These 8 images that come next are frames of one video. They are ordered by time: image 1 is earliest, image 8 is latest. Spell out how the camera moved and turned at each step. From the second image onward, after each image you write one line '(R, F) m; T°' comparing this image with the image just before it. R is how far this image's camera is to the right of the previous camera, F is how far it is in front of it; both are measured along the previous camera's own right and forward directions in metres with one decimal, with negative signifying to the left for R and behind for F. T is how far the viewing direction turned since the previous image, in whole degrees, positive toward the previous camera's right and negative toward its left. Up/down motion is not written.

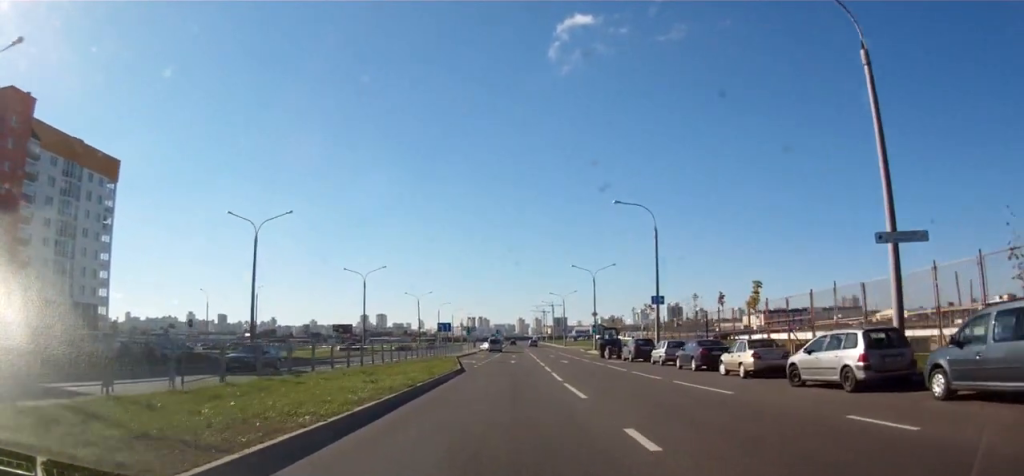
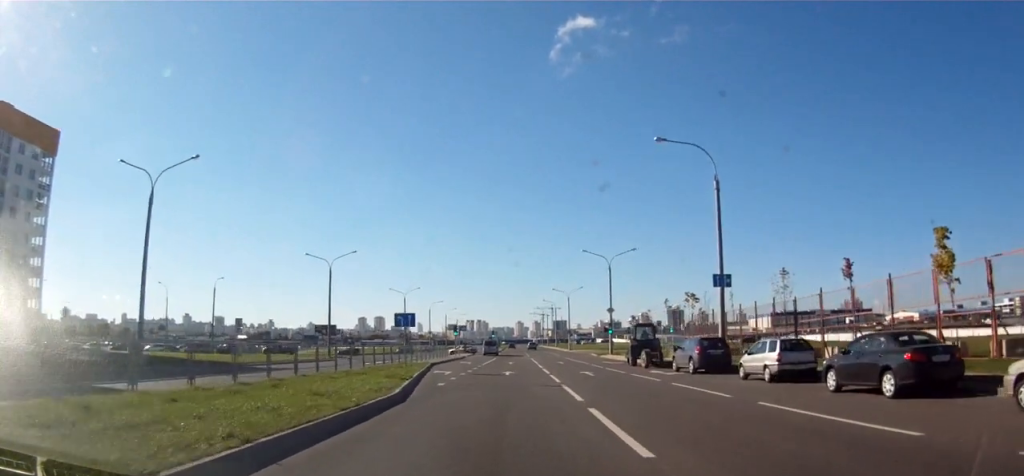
(+0.3, +16.4) m; 0°
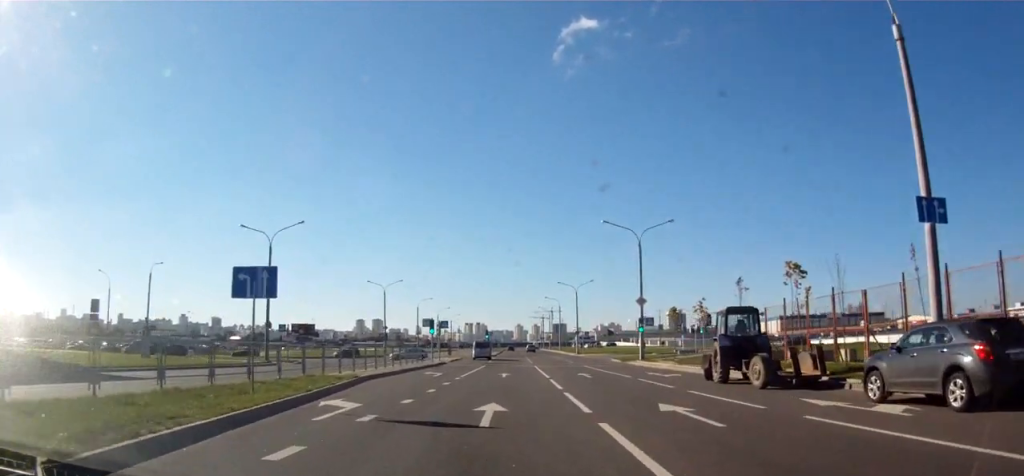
(-0.3, +18.6) m; 0°
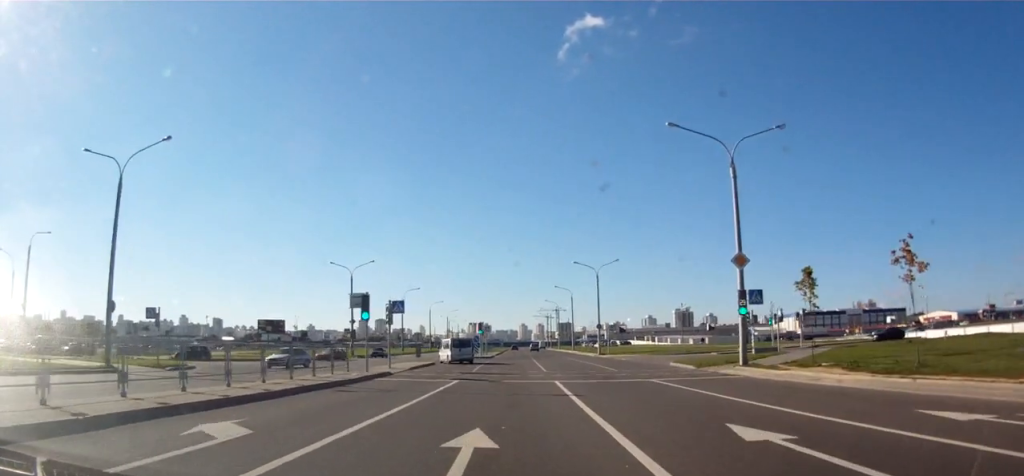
(+0.4, +23.9) m; +1°
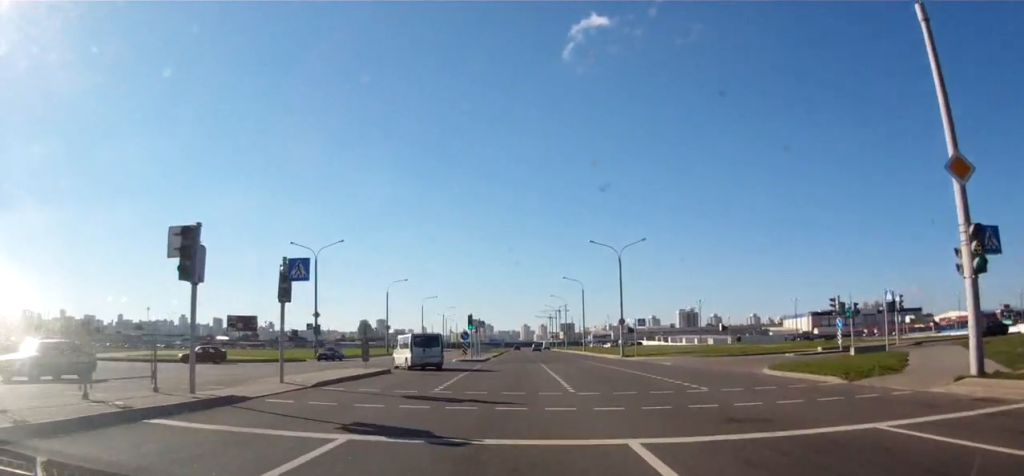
(-0.1, +16.4) m; 0°
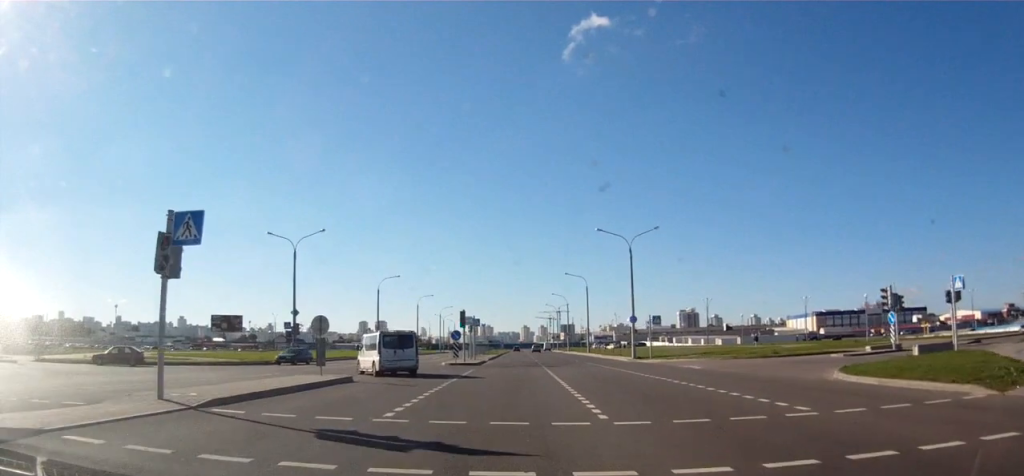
(+0.1, +6.9) m; 0°
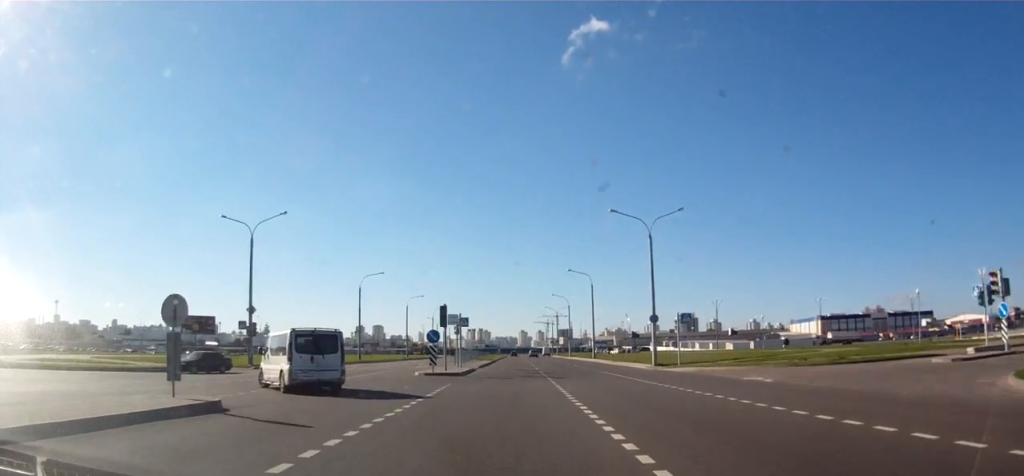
(-0.1, +9.8) m; 0°
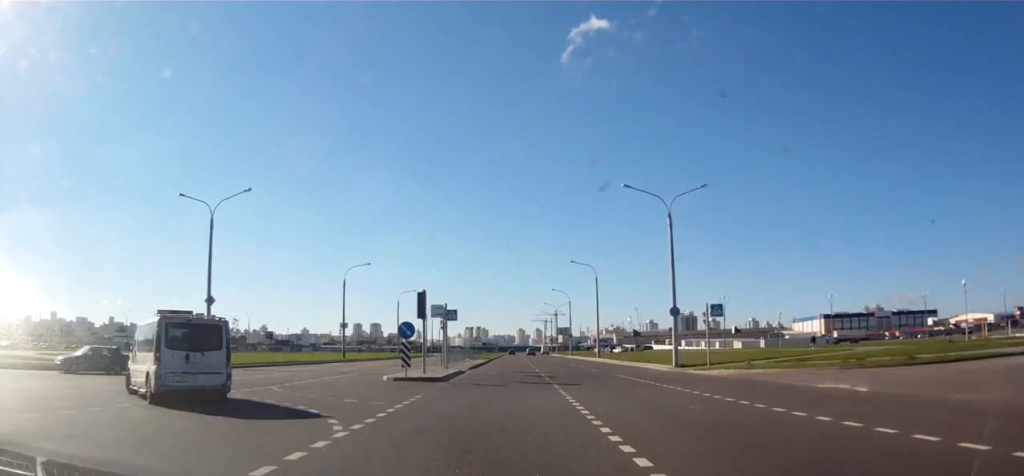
(-0.2, +7.4) m; 0°
